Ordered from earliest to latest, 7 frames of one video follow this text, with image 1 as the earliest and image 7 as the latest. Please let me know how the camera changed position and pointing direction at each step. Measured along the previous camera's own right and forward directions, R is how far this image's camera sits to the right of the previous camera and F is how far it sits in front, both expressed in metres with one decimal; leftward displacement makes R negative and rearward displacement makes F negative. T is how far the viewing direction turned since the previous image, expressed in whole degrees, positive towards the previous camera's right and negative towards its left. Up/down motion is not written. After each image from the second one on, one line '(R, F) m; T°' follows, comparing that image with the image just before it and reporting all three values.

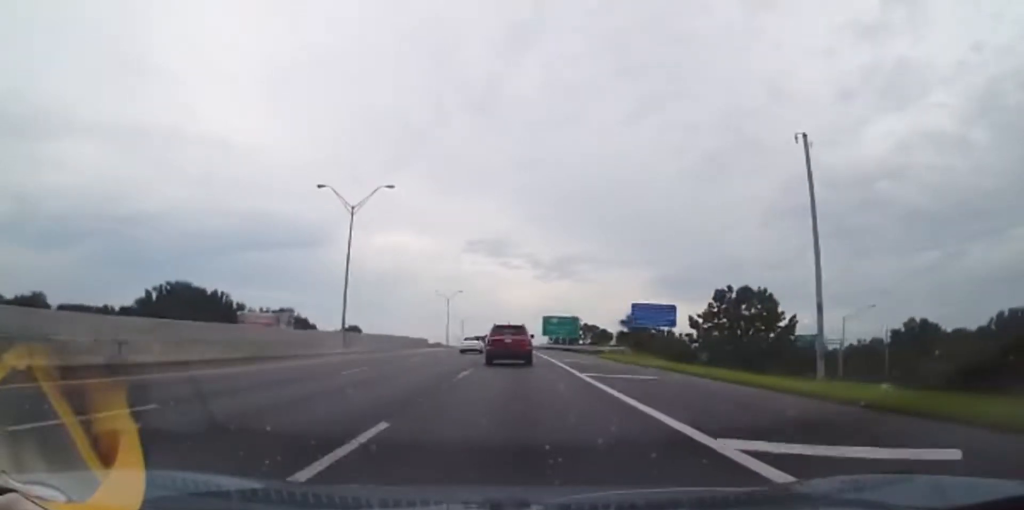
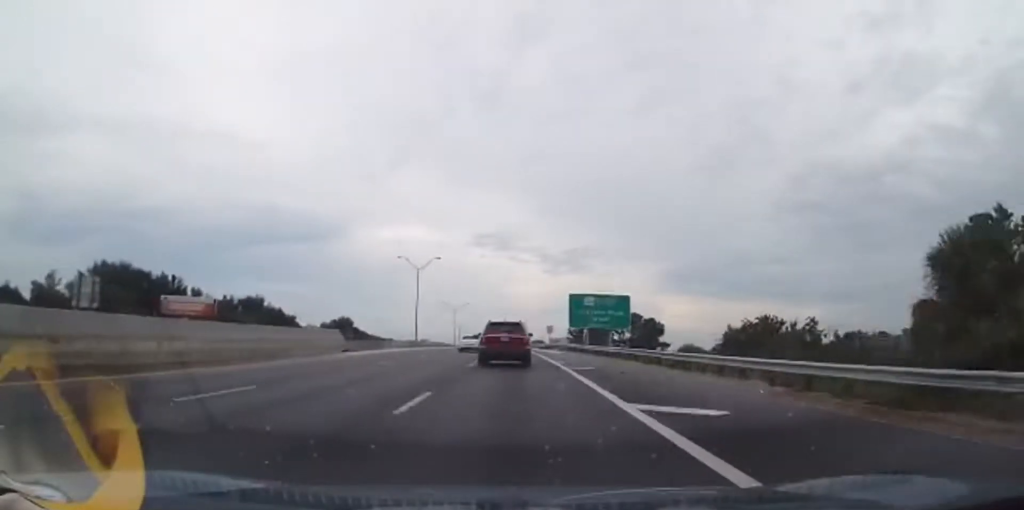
(-0.5, +46.5) m; -1°
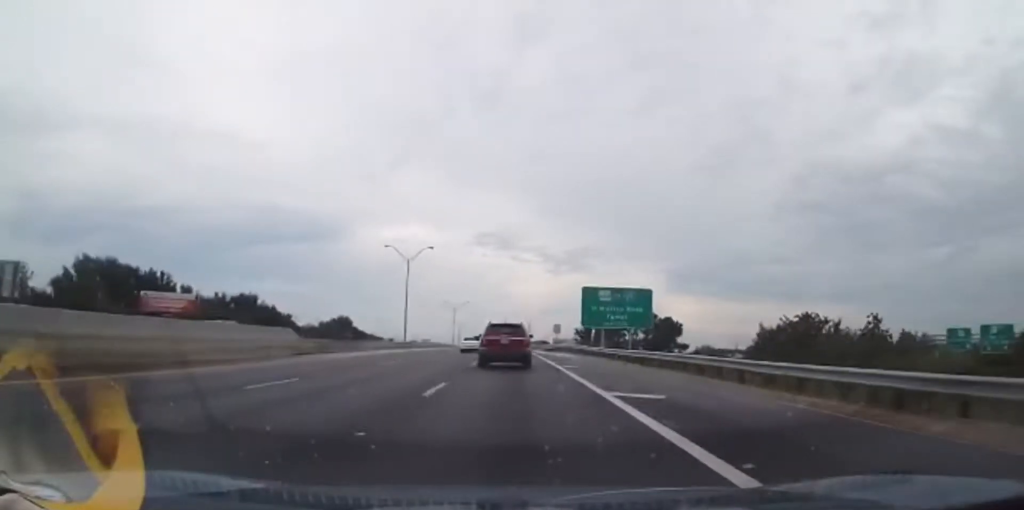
(0.0, +10.2) m; 0°
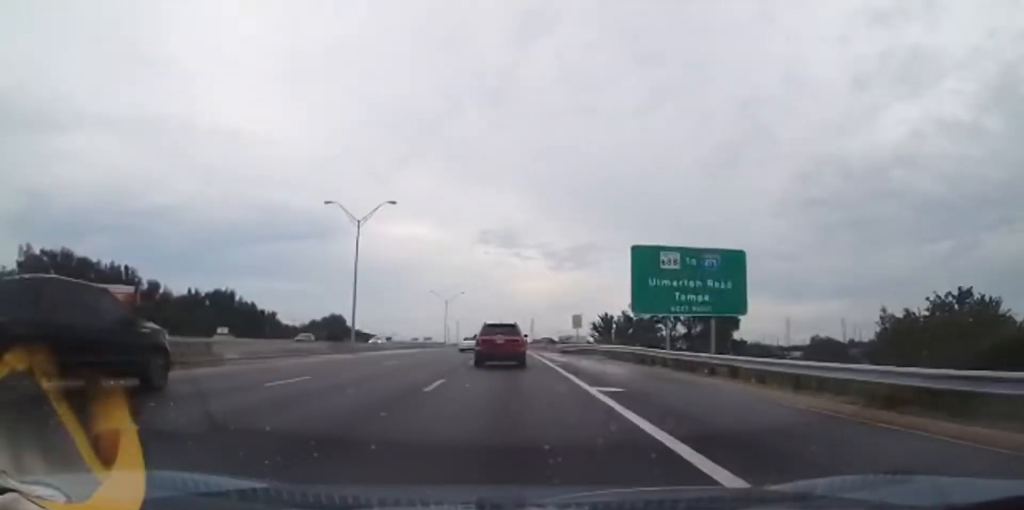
(0.0, +23.9) m; 0°
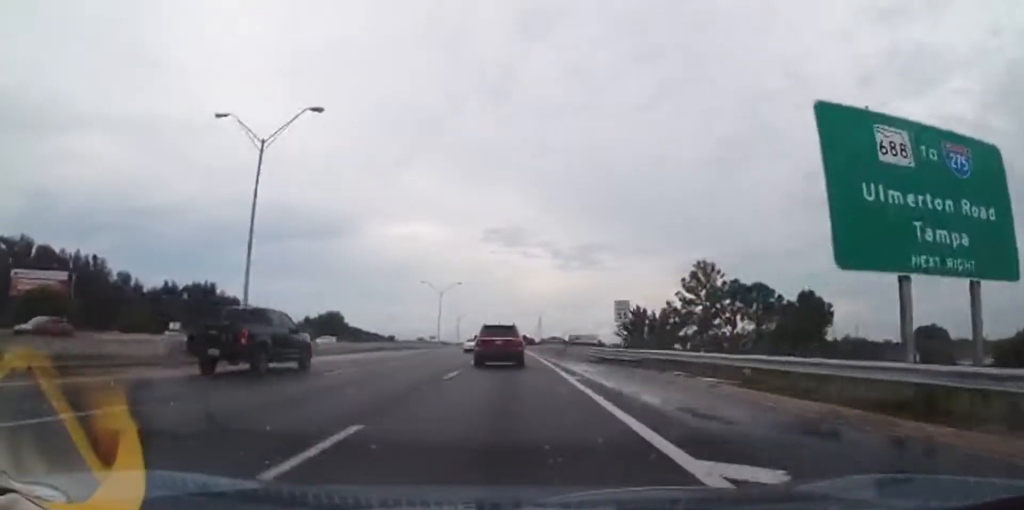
(0.0, +21.7) m; -1°
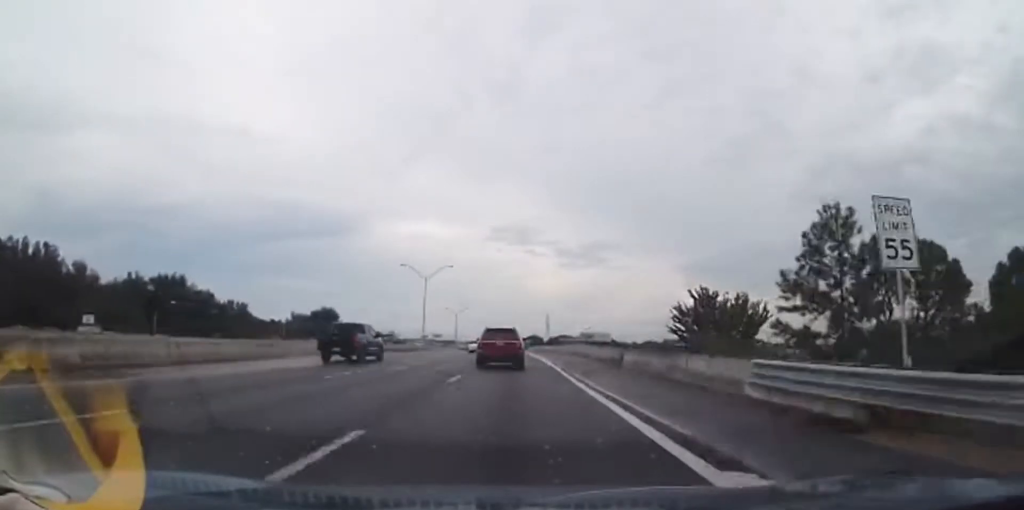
(-0.4, +25.9) m; -1°
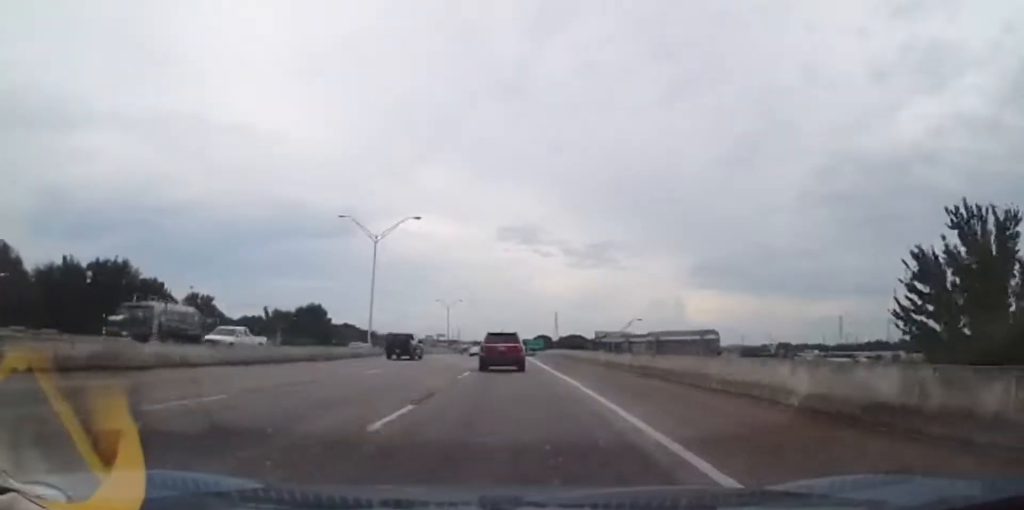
(-0.3, +34.1) m; -1°
